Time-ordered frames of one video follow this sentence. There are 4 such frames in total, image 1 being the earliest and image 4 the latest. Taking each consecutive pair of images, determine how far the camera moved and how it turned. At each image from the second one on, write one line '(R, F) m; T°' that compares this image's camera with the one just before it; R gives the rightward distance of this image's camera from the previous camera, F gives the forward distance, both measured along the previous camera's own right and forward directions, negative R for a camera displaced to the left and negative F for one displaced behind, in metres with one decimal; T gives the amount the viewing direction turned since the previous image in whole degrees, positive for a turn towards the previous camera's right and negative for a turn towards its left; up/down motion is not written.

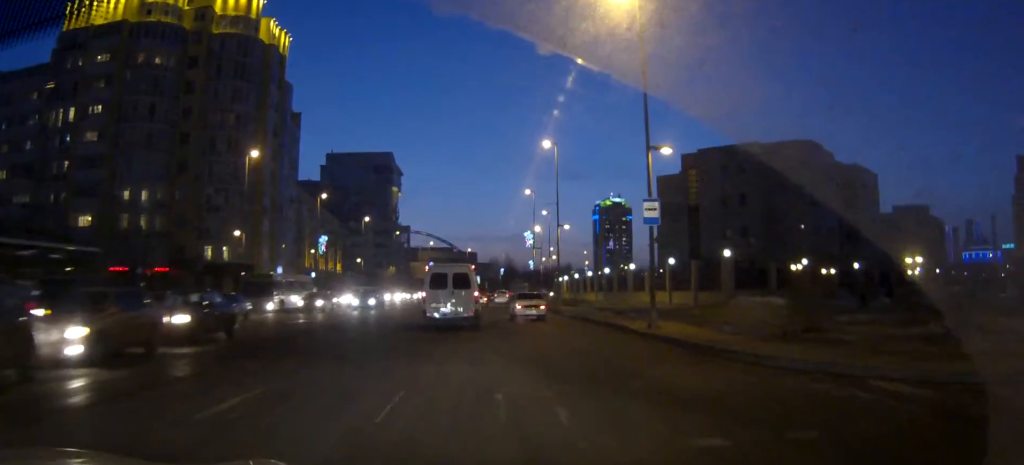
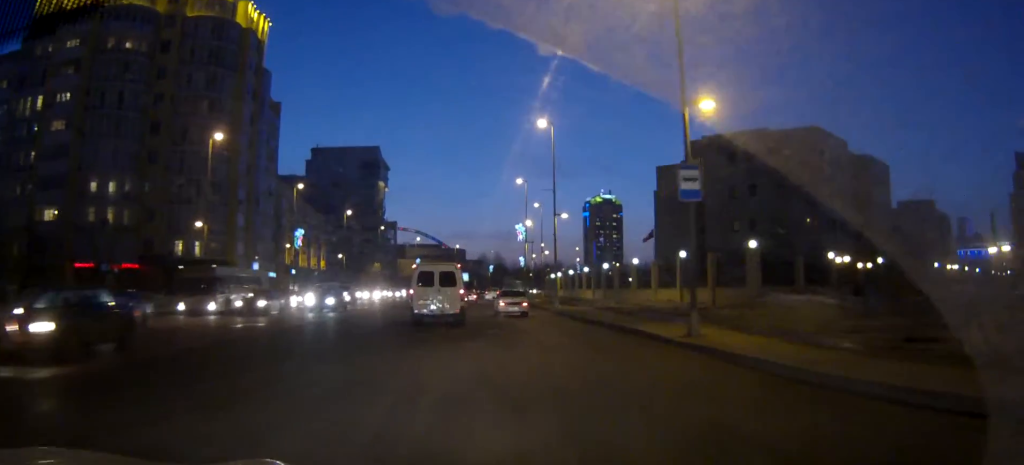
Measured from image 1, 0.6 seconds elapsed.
(+0.1, +6.2) m; 0°
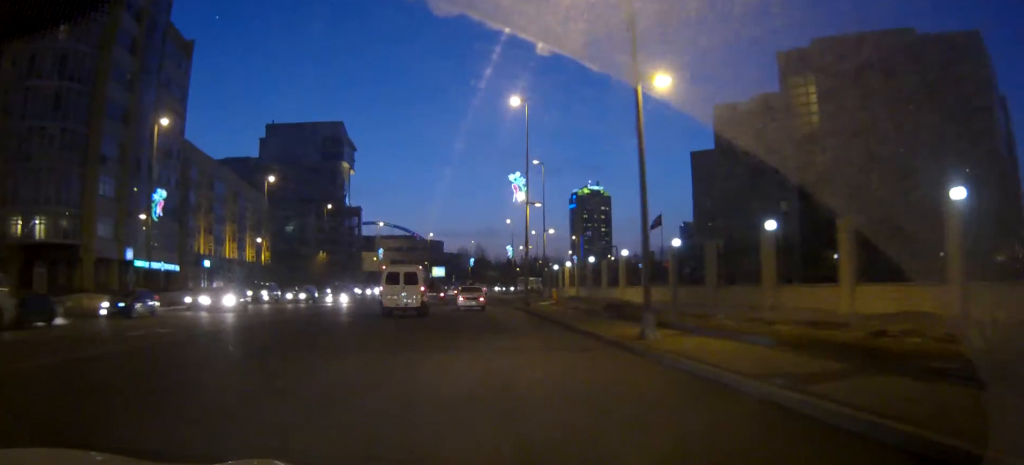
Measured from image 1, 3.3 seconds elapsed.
(+0.4, +32.7) m; +2°
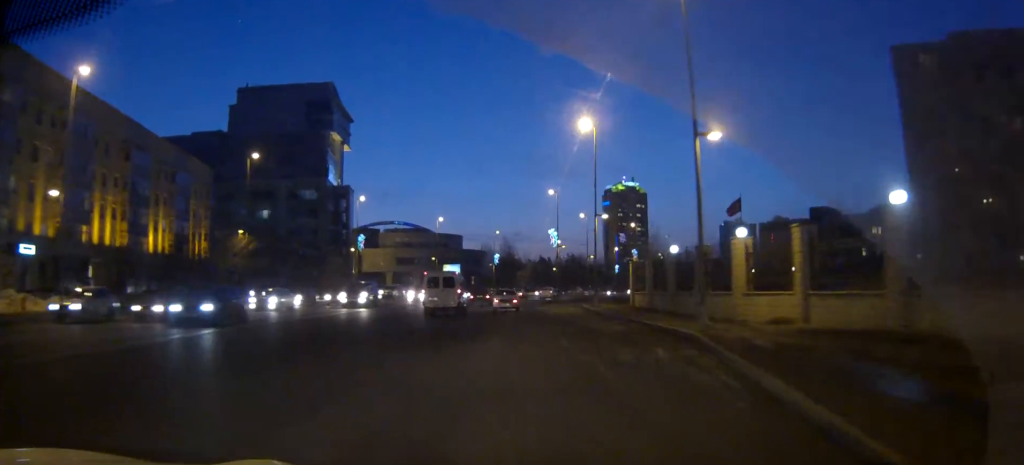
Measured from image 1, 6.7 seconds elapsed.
(-1.2, +44.2) m; -2°
